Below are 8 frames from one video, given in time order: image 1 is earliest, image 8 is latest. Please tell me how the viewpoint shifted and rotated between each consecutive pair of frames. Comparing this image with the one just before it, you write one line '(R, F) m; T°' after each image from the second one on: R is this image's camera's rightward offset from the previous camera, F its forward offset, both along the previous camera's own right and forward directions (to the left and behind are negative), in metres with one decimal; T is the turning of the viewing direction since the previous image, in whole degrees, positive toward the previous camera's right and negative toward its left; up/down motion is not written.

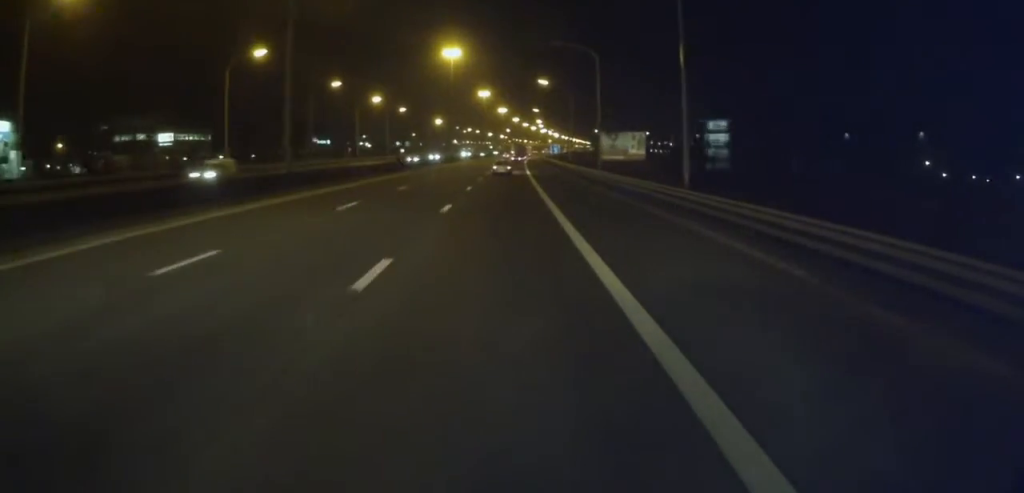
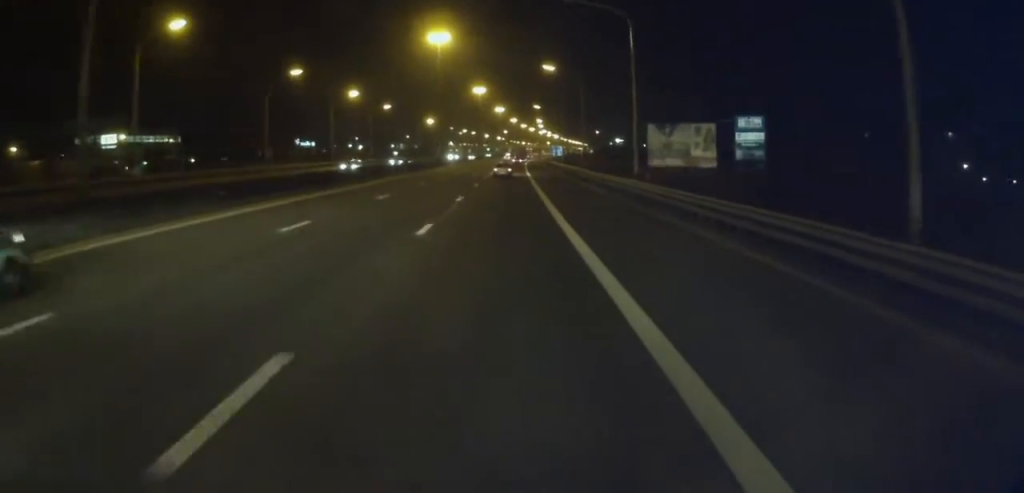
(-0.3, +18.3) m; -1°
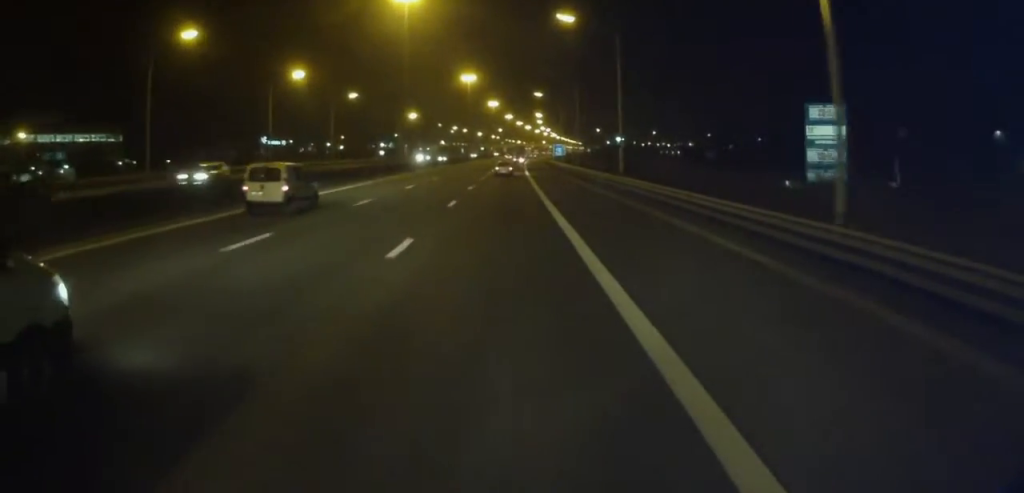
(+0.1, +28.0) m; +2°
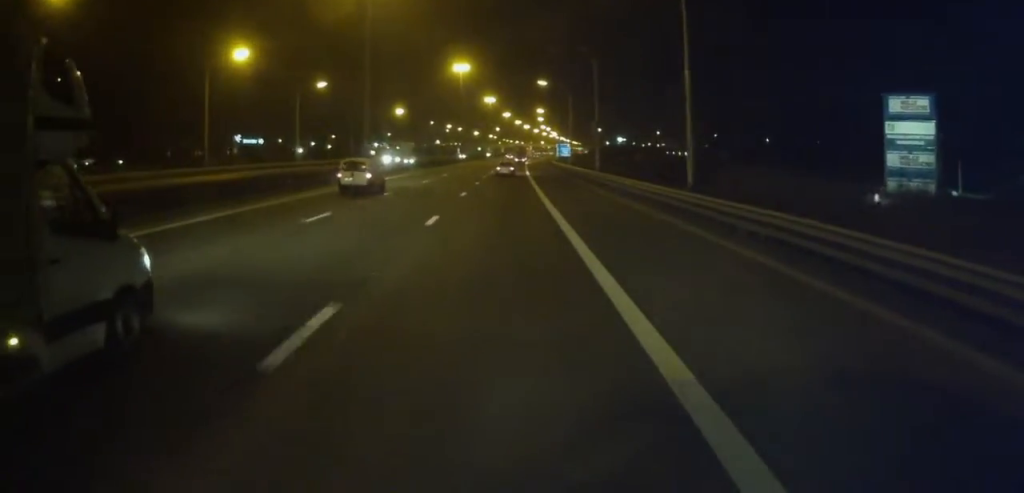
(+0.4, +18.9) m; +1°
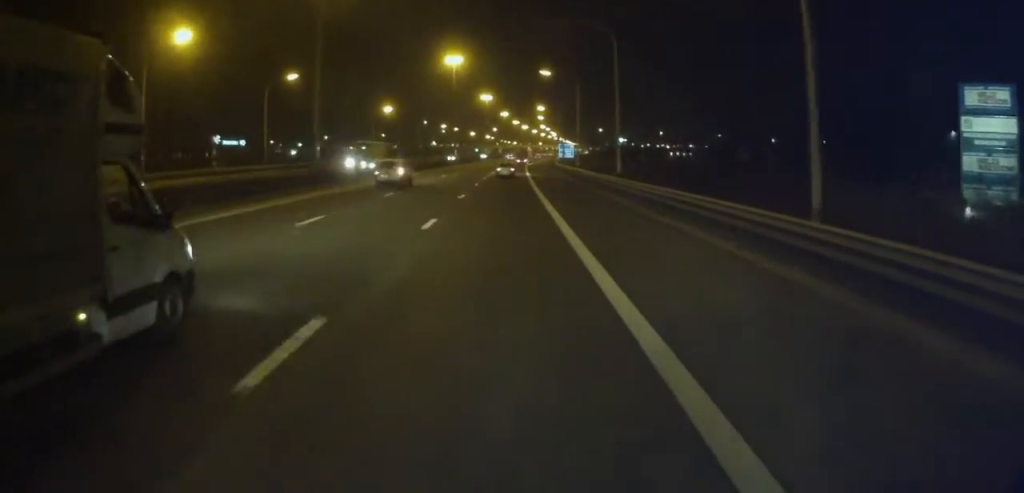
(+0.1, +12.9) m; 0°
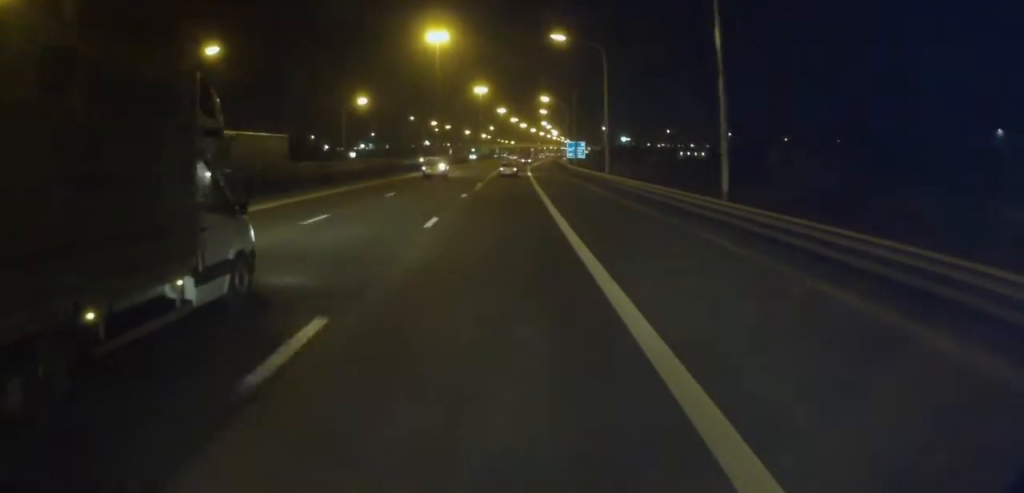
(-0.3, +24.3) m; 0°
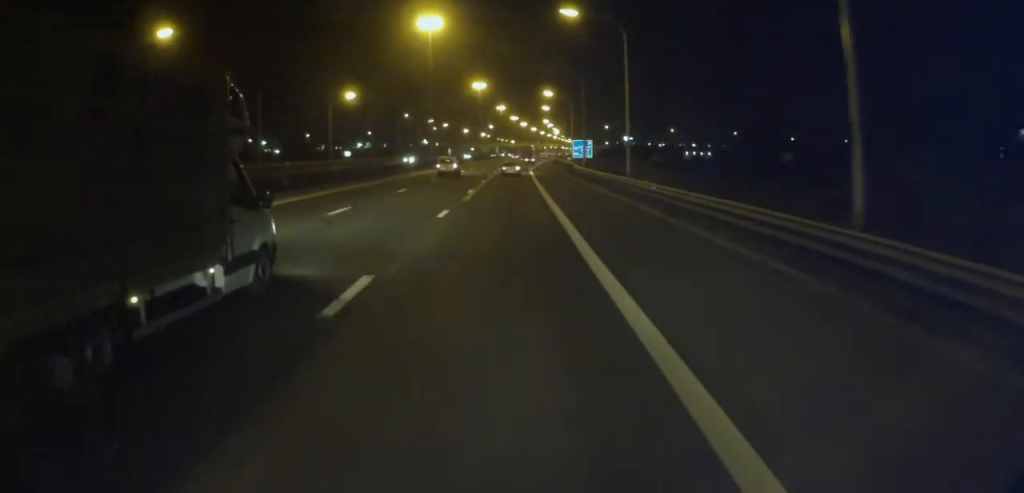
(-0.1, +9.9) m; +1°
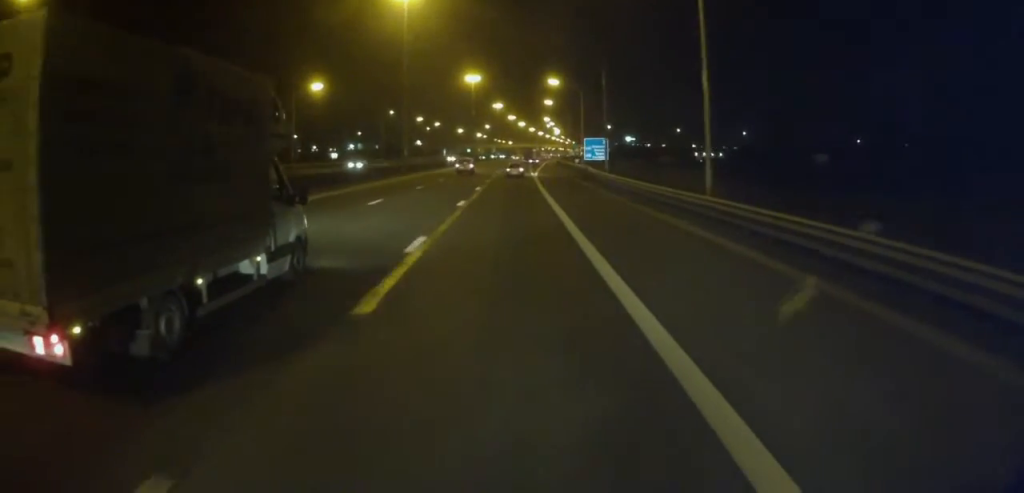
(+0.2, +19.1) m; 0°
